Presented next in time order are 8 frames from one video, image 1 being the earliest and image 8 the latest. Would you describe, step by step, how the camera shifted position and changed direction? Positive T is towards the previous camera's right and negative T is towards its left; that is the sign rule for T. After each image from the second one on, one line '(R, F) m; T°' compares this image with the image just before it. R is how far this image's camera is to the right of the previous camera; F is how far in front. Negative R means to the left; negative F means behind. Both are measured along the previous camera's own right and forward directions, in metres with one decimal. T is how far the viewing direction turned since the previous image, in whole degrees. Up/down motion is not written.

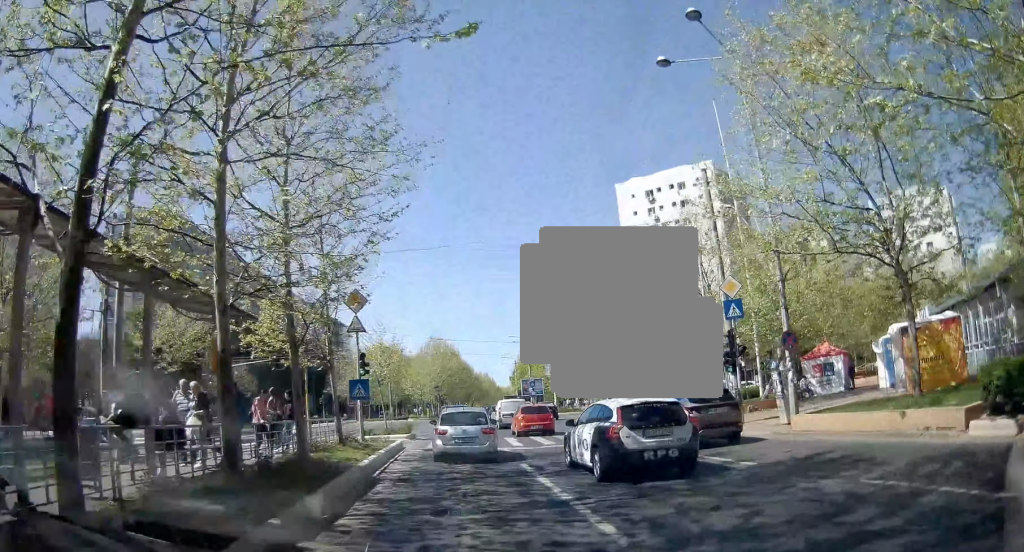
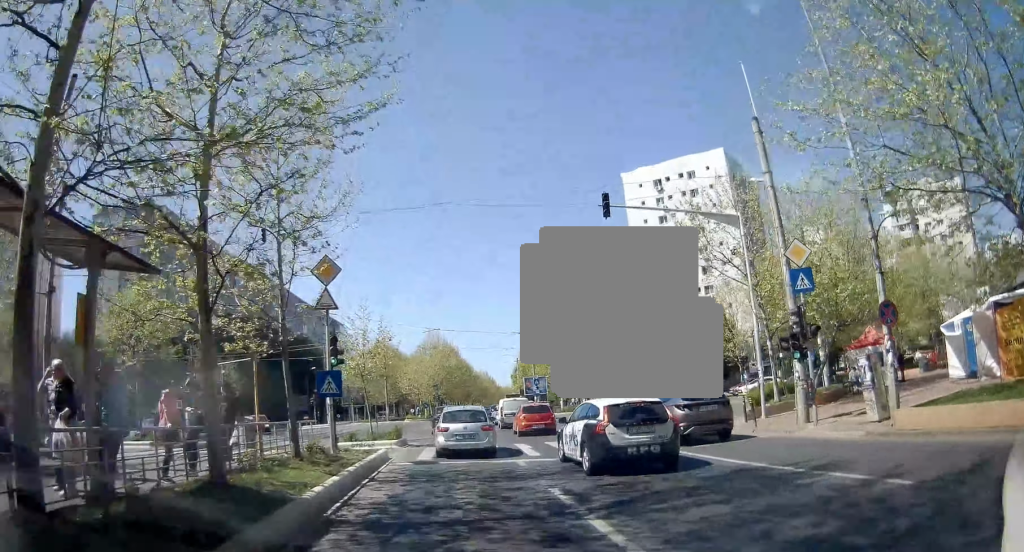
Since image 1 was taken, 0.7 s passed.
(0.0, +4.5) m; 0°
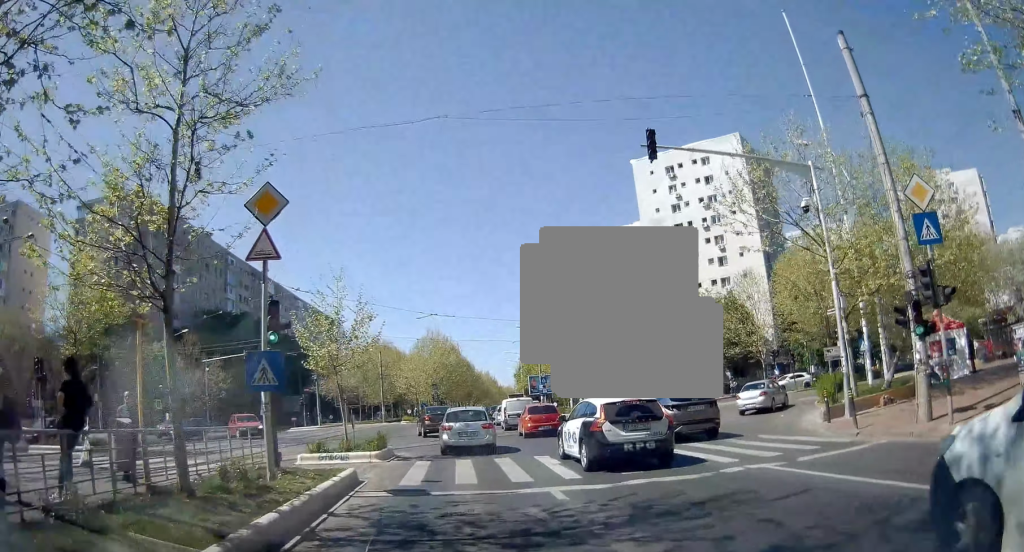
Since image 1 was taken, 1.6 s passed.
(0.0, +5.5) m; 0°
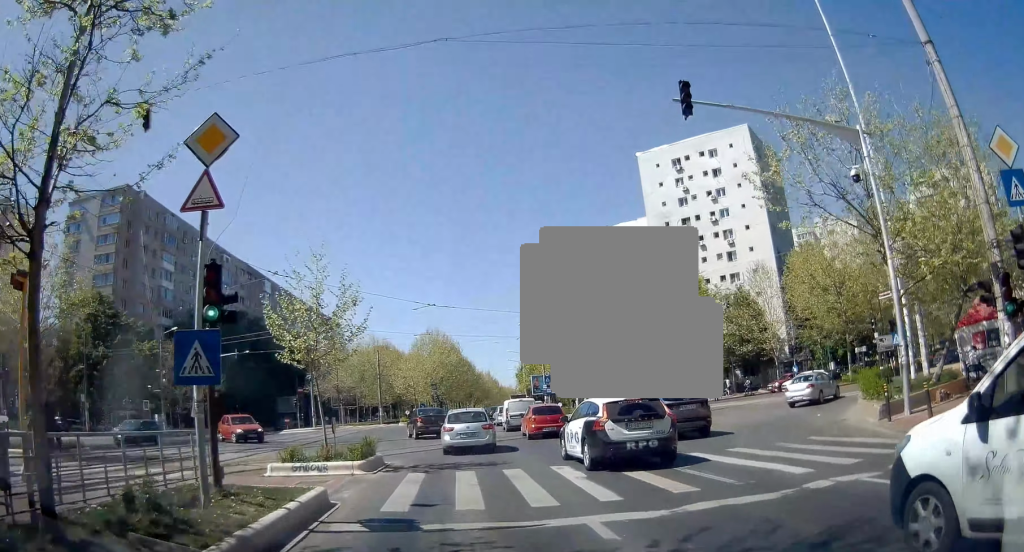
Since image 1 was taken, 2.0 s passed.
(0.0, +2.9) m; 0°
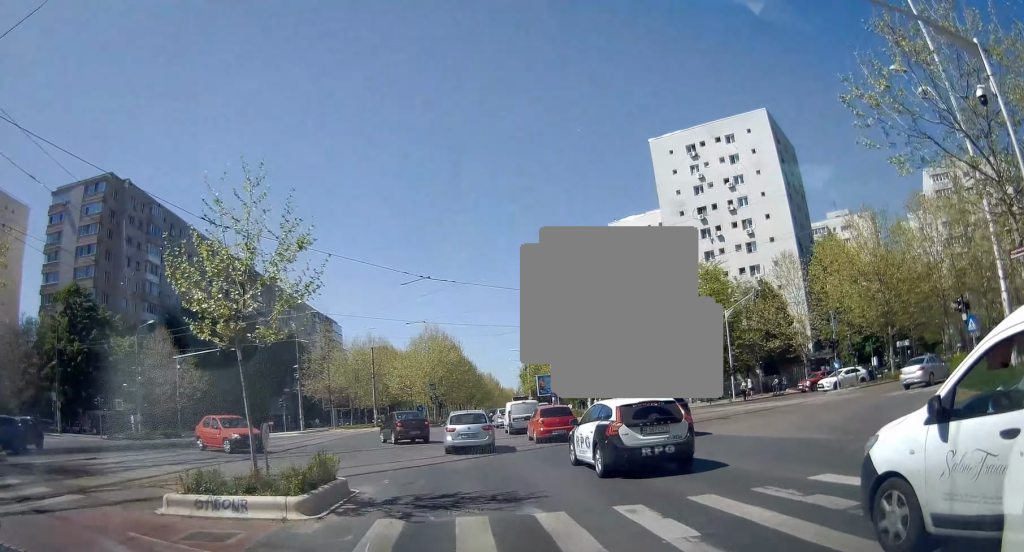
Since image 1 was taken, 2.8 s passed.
(-0.1, +5.8) m; +3°
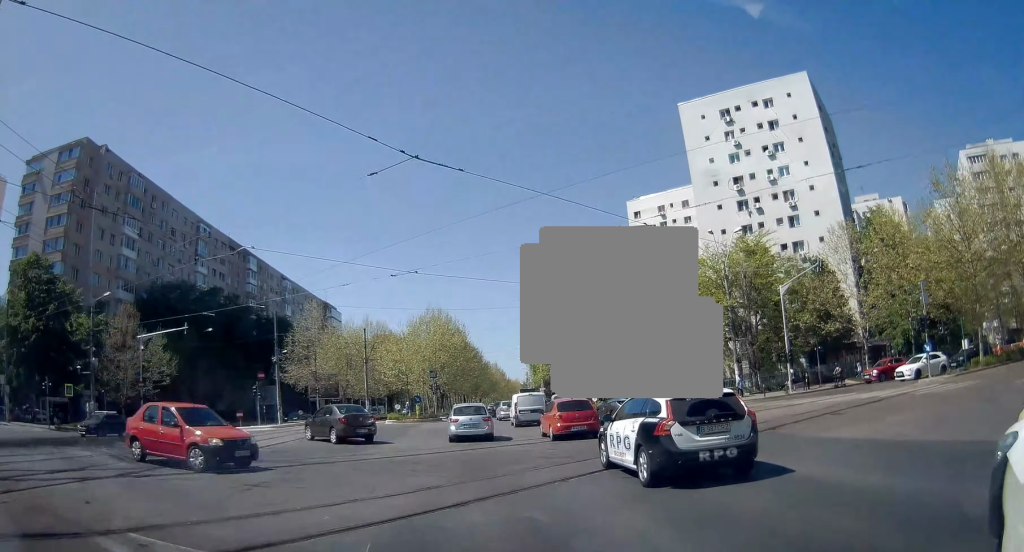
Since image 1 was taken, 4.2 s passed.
(+0.6, +9.4) m; +3°
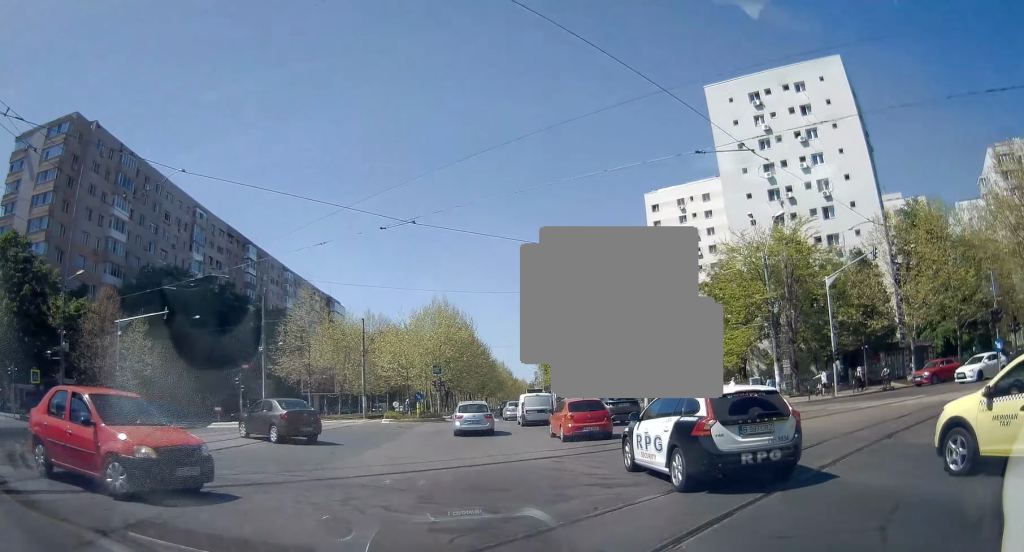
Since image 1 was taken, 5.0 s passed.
(-0.1, +5.6) m; -4°
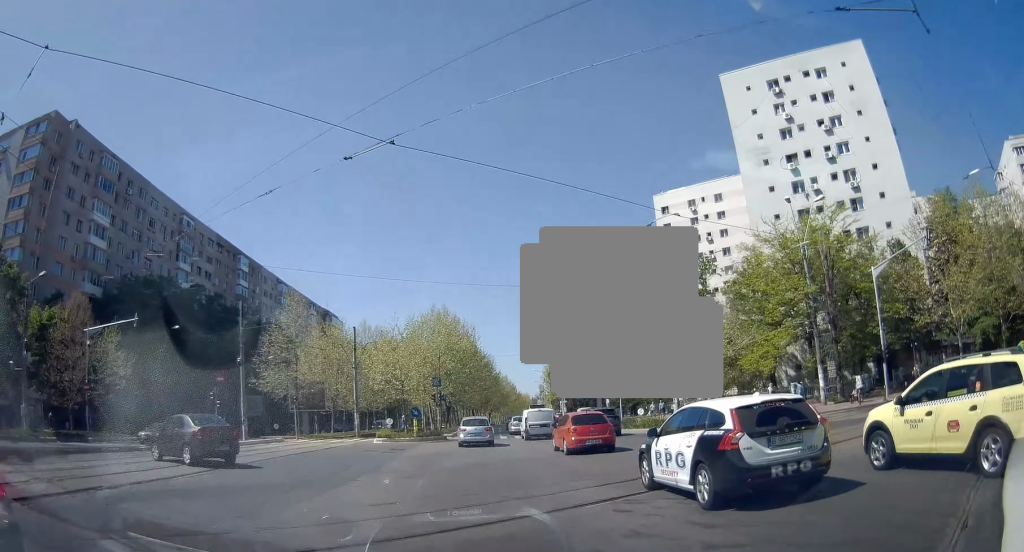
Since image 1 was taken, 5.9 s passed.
(-0.2, +5.7) m; -6°
